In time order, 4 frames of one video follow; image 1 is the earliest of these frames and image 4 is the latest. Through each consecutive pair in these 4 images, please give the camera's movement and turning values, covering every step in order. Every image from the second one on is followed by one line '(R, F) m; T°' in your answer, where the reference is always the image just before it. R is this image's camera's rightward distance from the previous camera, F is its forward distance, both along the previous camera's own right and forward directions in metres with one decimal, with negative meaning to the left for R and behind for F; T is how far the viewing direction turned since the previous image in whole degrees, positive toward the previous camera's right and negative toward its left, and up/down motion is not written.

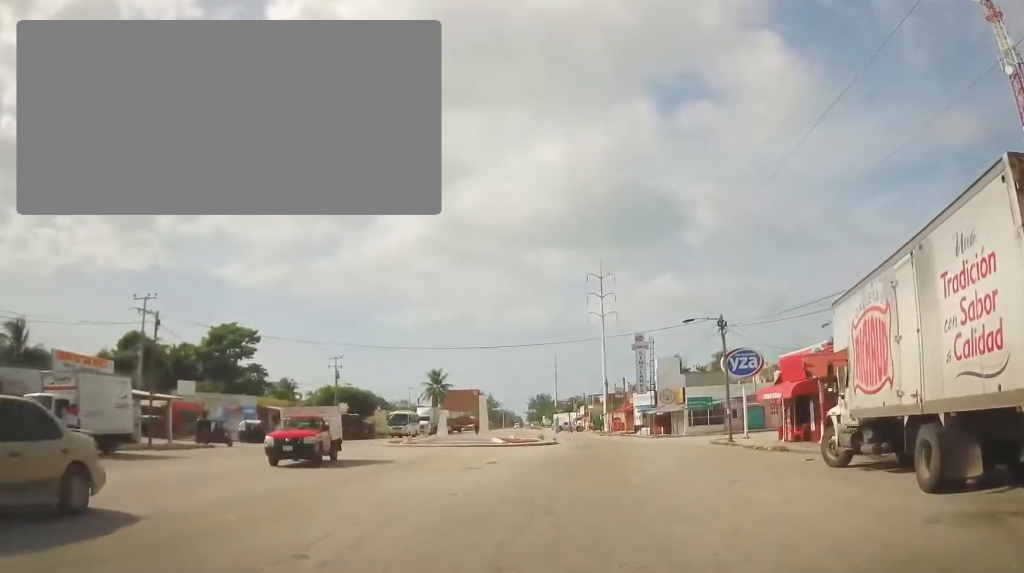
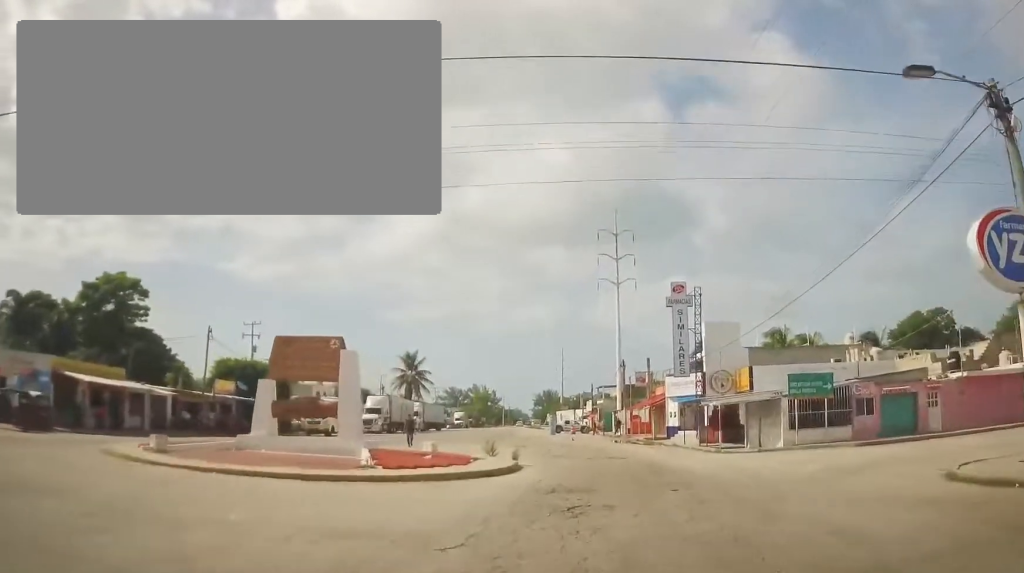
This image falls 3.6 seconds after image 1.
(-0.5, +24.7) m; -3°
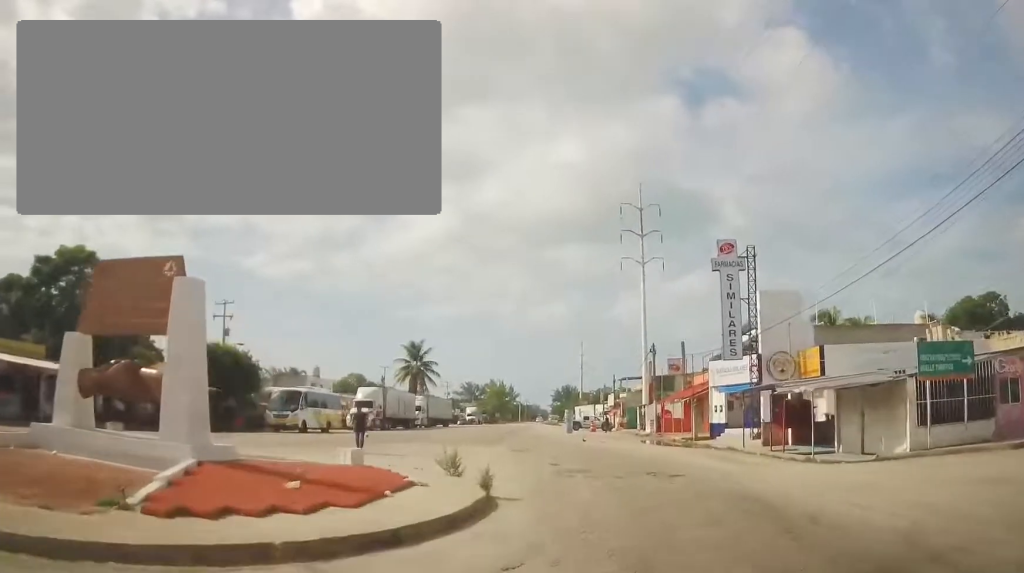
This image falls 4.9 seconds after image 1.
(-0.4, +9.2) m; -2°
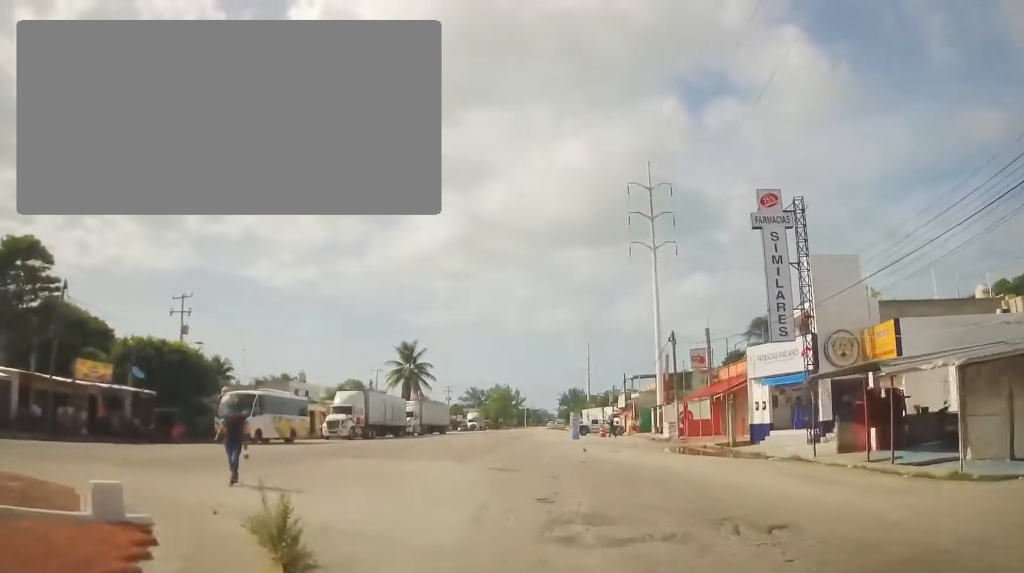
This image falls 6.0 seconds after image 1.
(+0.3, +7.3) m; 0°
